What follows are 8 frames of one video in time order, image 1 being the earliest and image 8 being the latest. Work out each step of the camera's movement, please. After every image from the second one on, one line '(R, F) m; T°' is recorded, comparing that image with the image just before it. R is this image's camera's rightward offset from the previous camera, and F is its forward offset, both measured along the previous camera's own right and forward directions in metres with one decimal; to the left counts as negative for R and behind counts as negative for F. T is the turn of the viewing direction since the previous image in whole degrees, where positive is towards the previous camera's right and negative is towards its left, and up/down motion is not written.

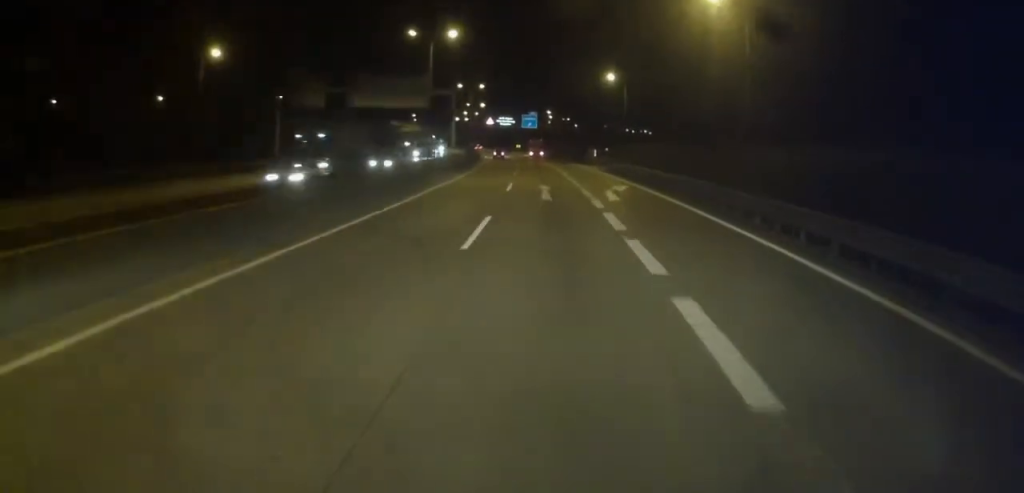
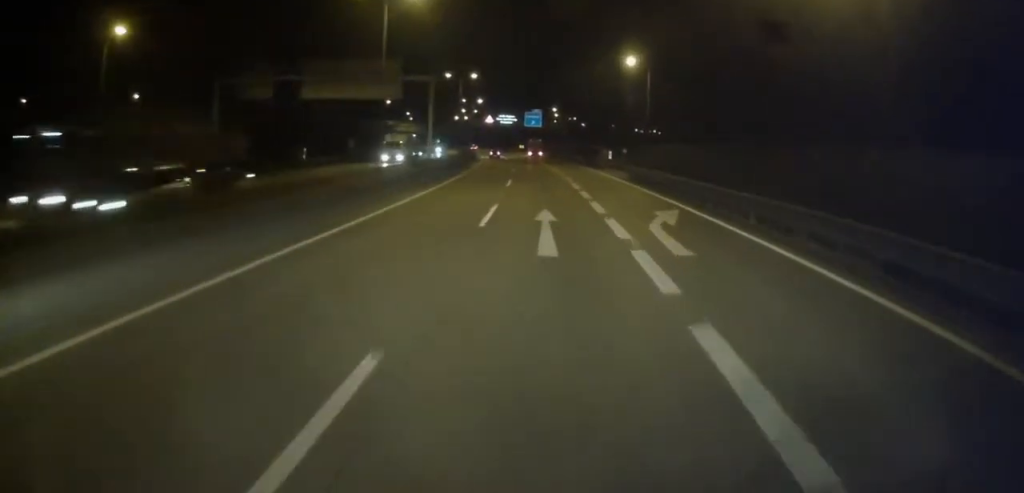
(-0.2, +13.5) m; 0°
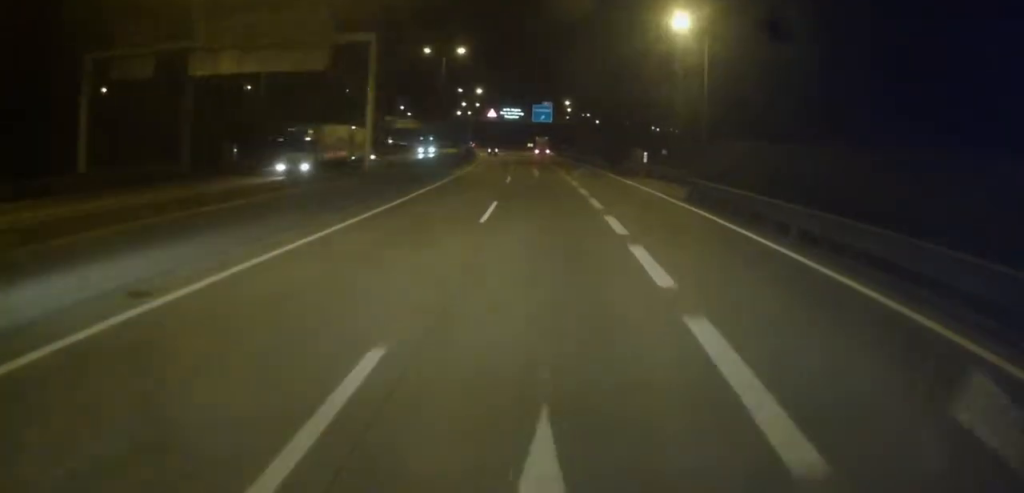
(+0.1, +17.6) m; +1°
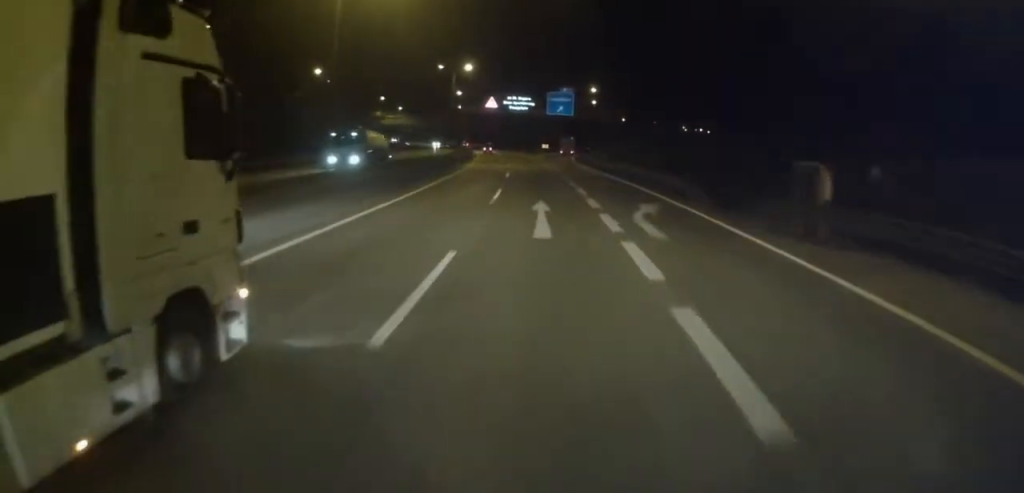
(+0.4, +29.5) m; -1°
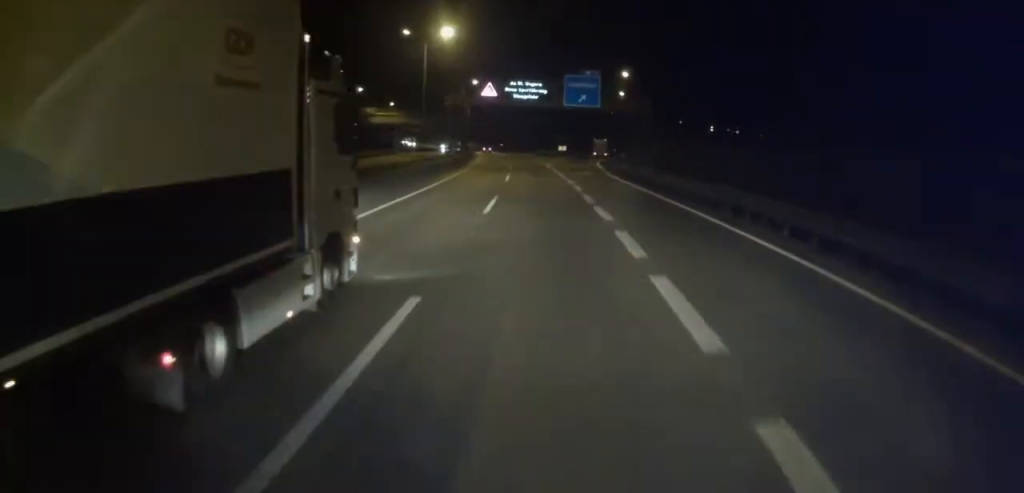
(-0.6, +21.7) m; -3°
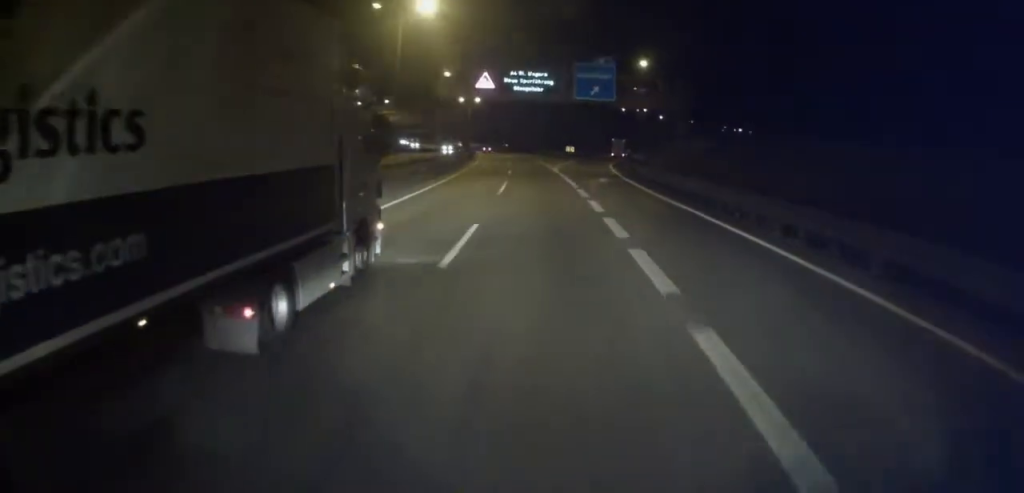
(-0.2, +9.1) m; -1°
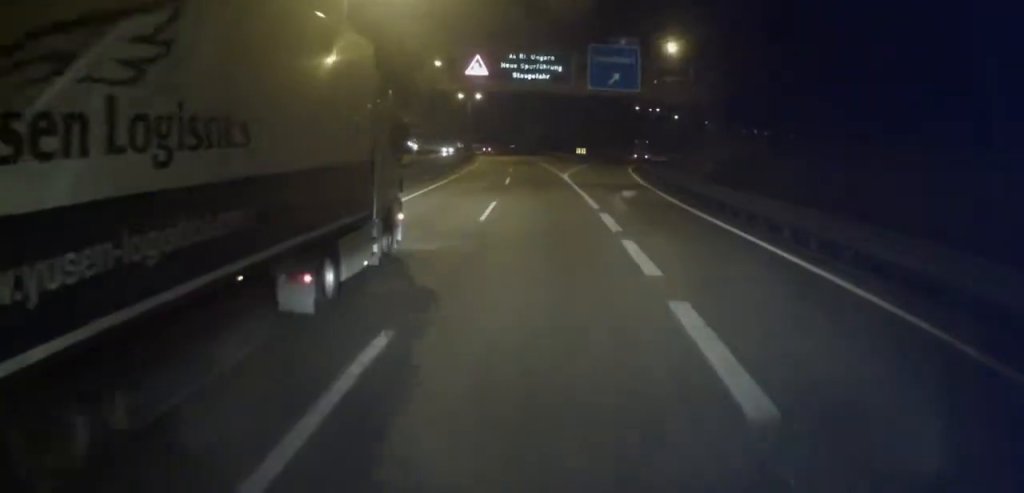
(-0.2, +10.5) m; -1°
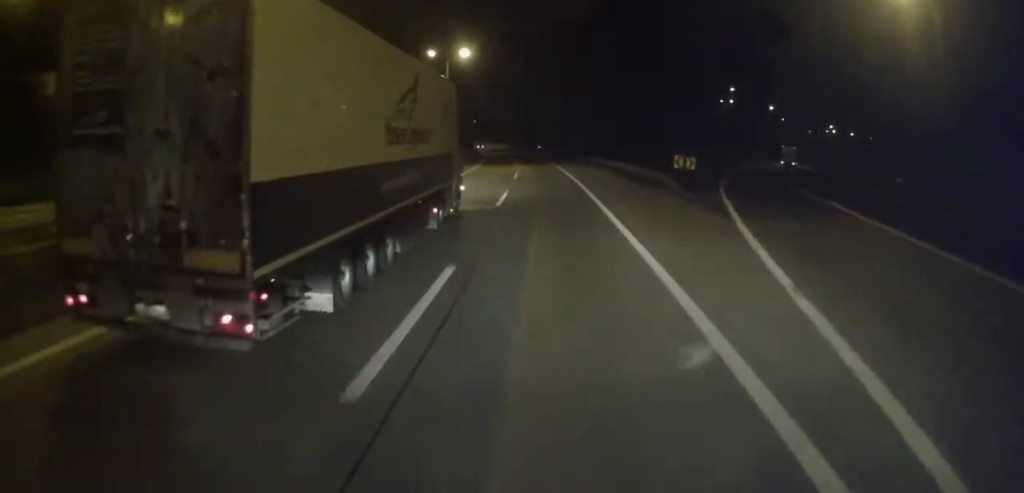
(+0.1, +50.4) m; -2°
